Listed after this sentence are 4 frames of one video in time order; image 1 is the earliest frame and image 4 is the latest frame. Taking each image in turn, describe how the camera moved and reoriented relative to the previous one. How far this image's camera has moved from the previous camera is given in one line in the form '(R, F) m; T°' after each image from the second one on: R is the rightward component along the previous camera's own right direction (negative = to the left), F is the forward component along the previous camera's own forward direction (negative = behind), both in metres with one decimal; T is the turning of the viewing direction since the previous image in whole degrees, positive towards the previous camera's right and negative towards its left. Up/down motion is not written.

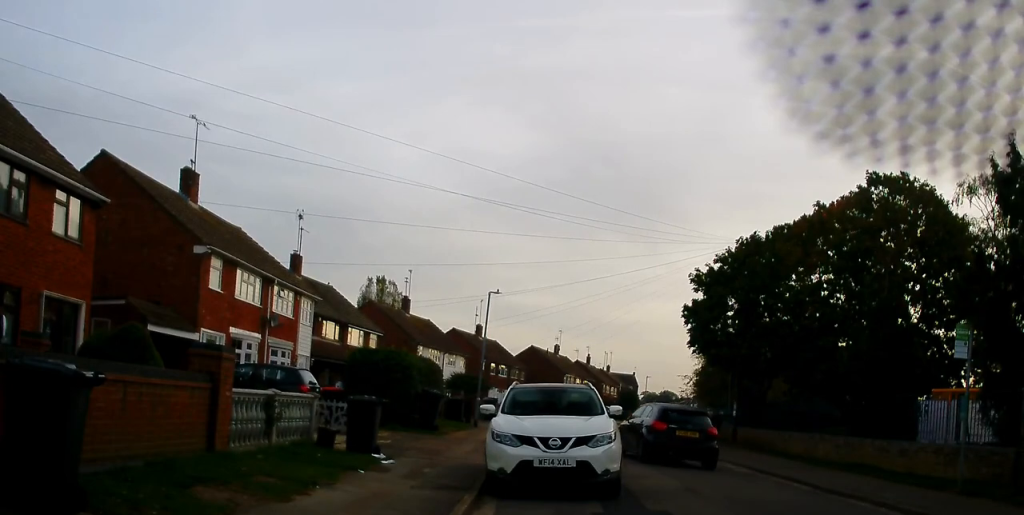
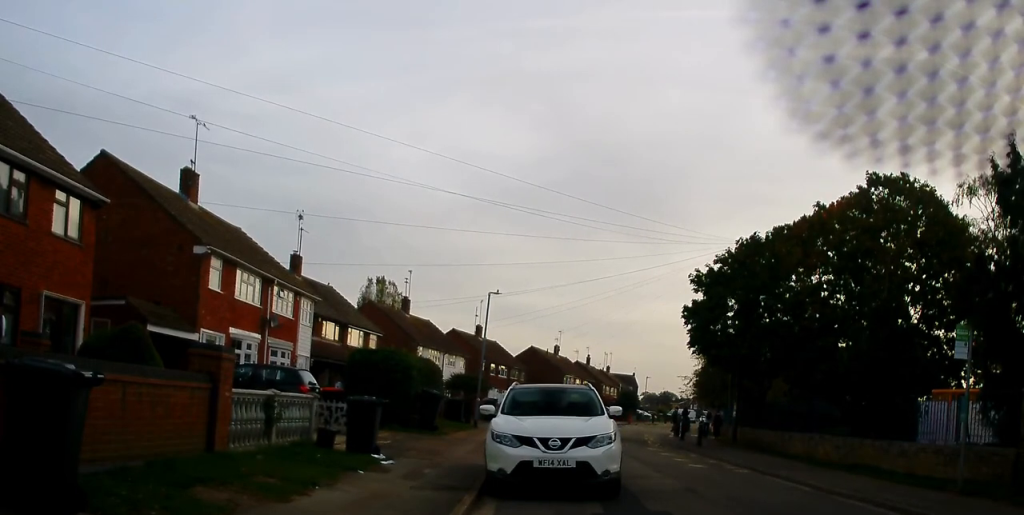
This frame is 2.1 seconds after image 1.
(0.0, 0.0) m; 0°
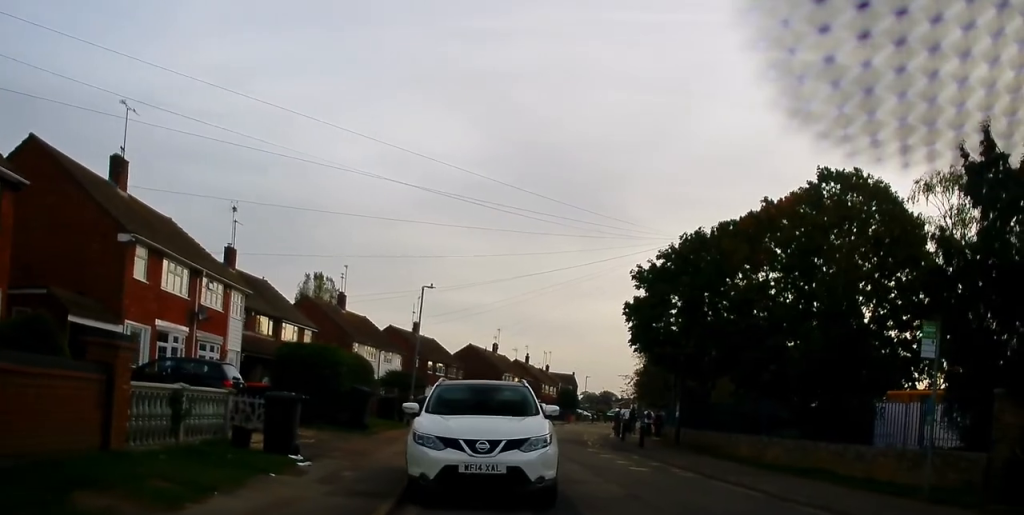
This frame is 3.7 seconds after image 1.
(+0.2, +0.3) m; 0°
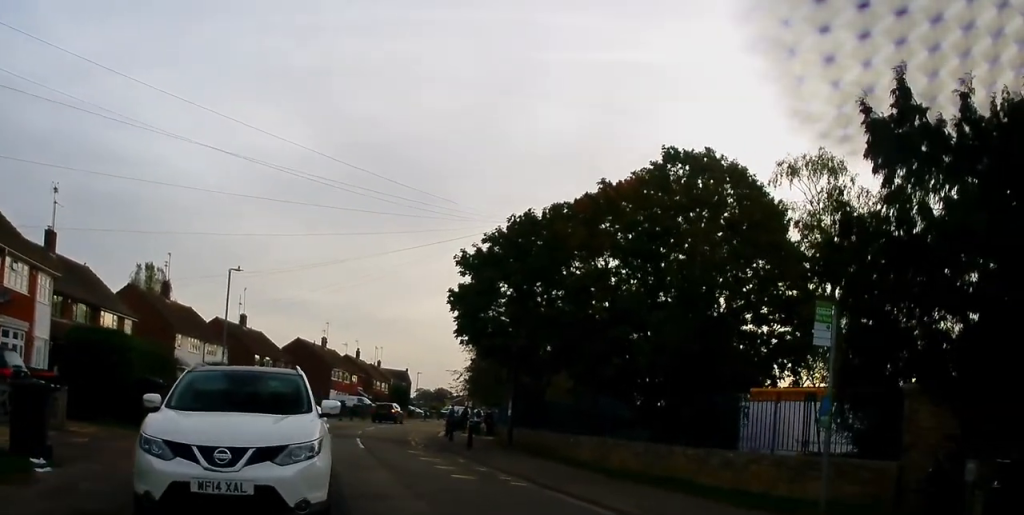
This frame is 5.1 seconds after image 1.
(+0.1, +1.7) m; +15°
